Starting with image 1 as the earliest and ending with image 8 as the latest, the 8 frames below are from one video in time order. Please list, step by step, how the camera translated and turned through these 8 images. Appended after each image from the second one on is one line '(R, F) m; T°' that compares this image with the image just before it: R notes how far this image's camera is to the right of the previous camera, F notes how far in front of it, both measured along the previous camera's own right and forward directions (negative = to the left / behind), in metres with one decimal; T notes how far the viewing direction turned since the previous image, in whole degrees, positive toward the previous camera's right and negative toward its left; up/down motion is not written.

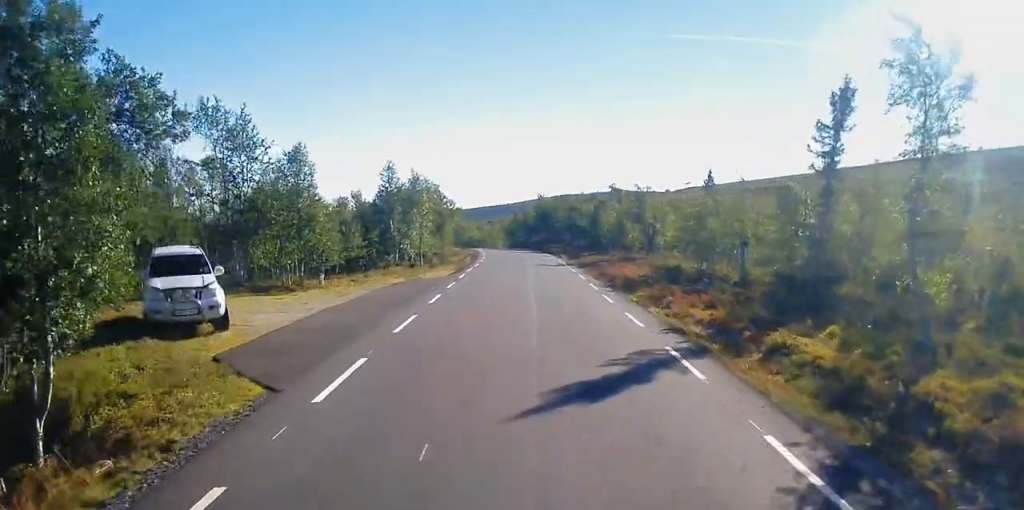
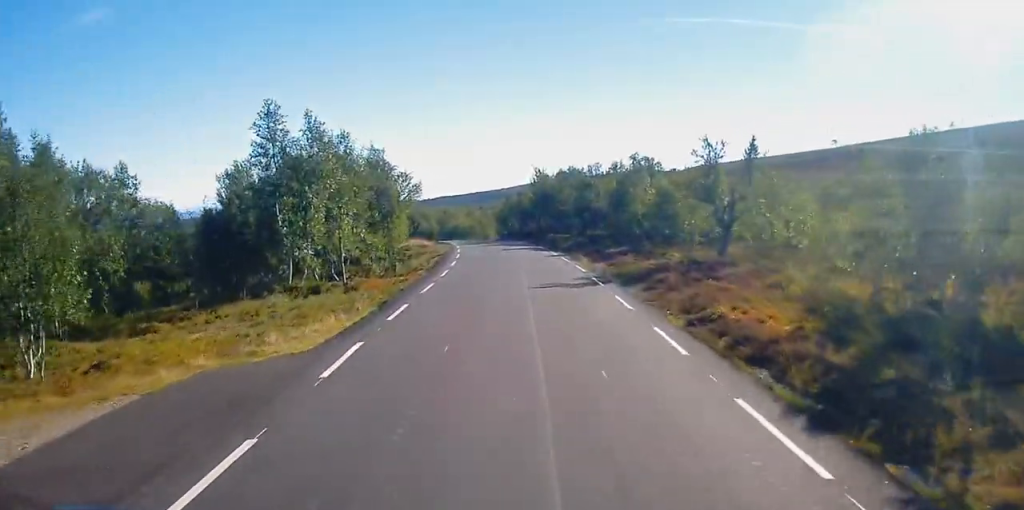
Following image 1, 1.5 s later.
(+0.7, +22.5) m; 0°
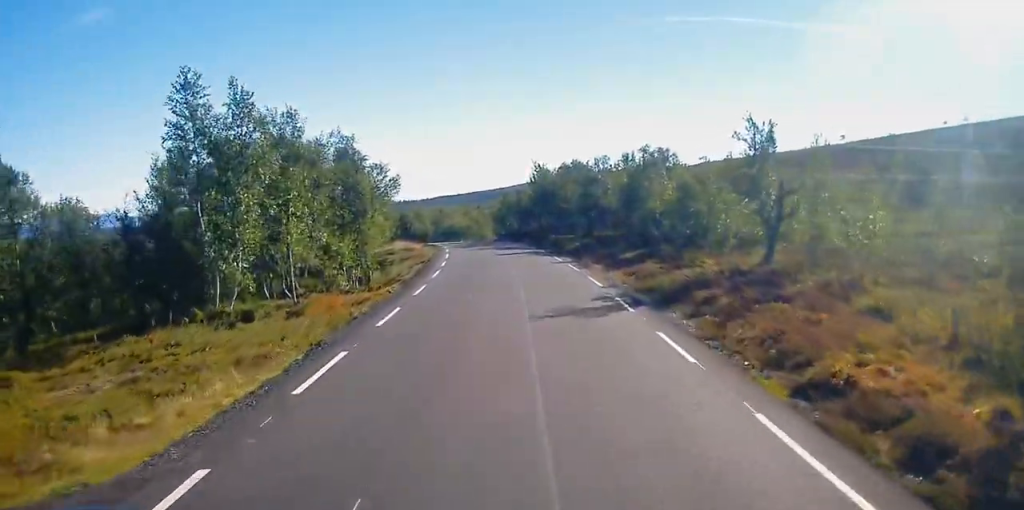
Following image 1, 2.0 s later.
(-0.1, +6.9) m; -1°
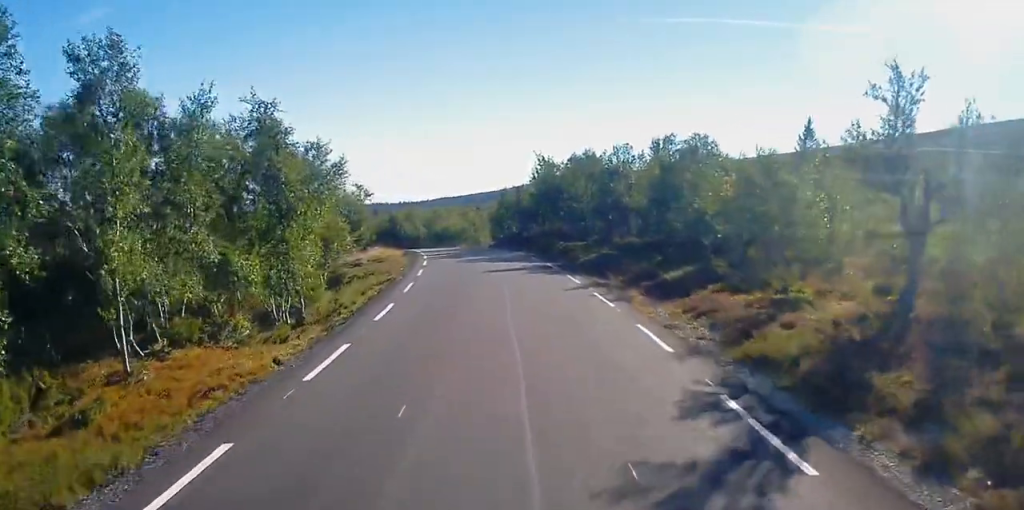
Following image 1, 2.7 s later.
(+0.1, +11.1) m; -2°
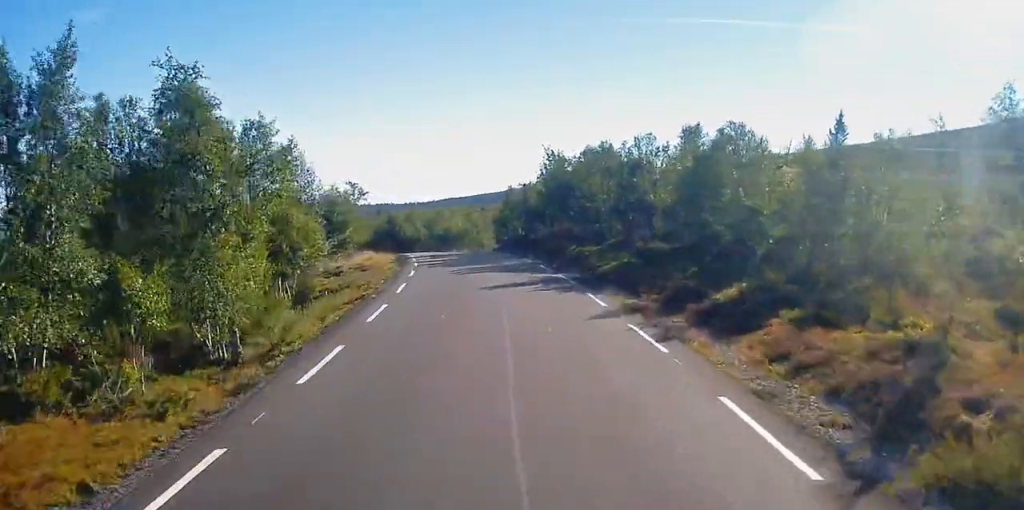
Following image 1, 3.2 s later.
(-0.2, +6.1) m; 0°
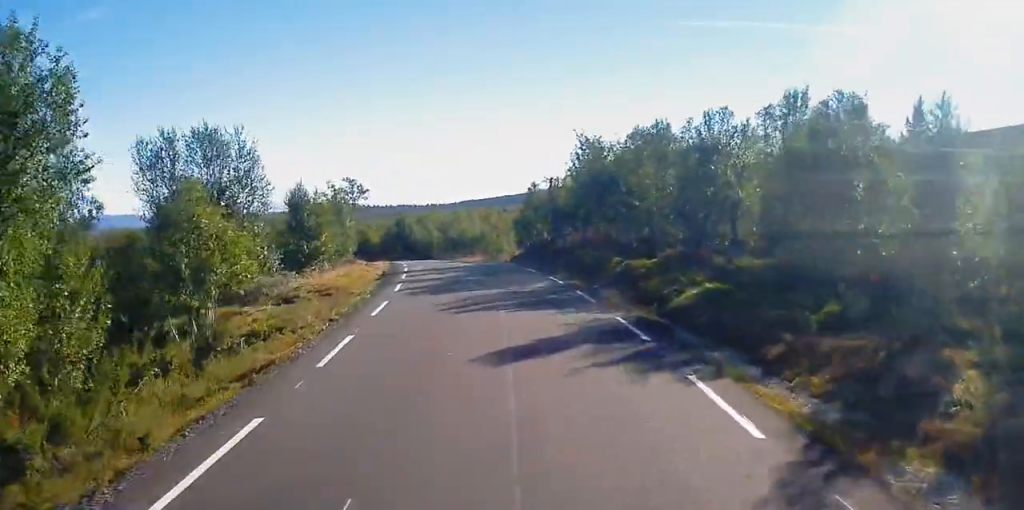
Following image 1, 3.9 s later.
(-0.3, +10.7) m; 0°
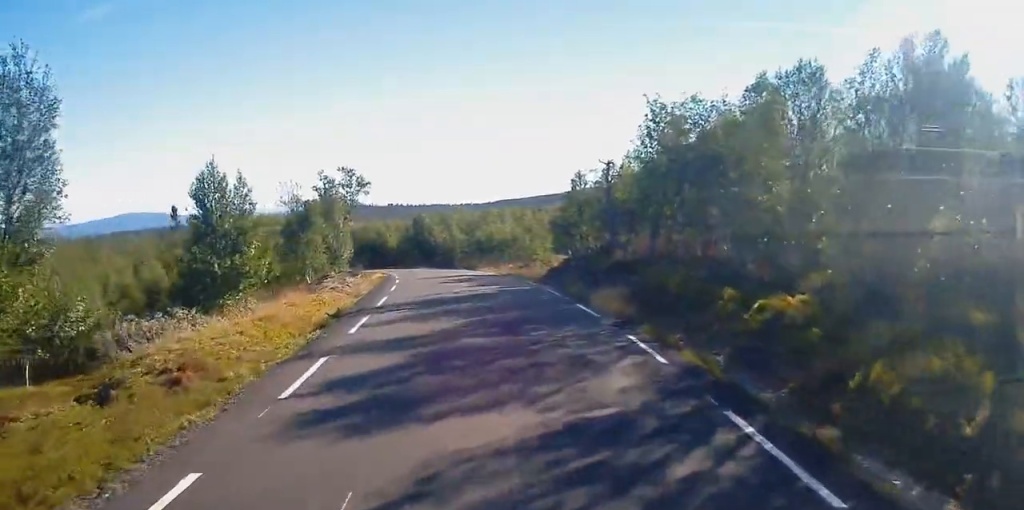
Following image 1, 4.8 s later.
(+0.5, +13.8) m; 0°
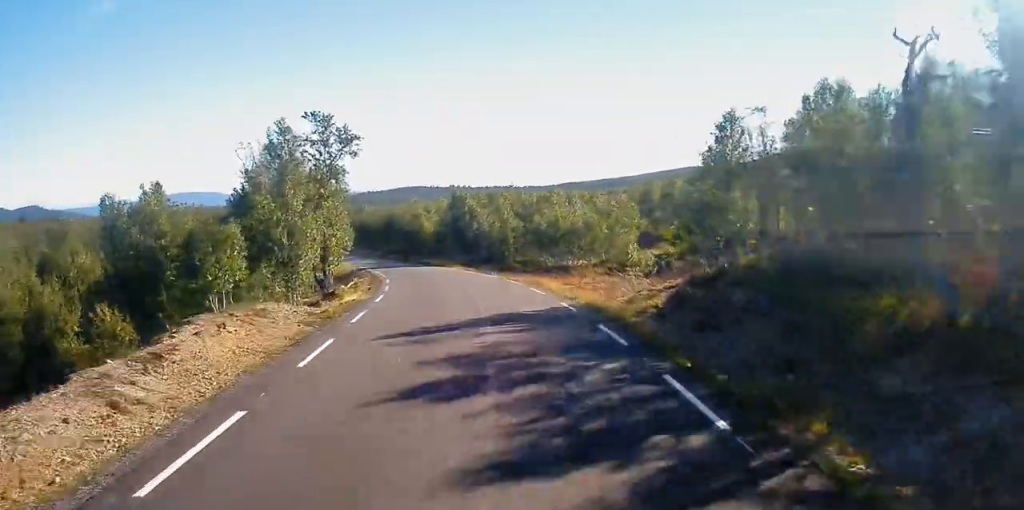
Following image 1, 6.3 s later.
(-1.4, +21.7) m; -7°
